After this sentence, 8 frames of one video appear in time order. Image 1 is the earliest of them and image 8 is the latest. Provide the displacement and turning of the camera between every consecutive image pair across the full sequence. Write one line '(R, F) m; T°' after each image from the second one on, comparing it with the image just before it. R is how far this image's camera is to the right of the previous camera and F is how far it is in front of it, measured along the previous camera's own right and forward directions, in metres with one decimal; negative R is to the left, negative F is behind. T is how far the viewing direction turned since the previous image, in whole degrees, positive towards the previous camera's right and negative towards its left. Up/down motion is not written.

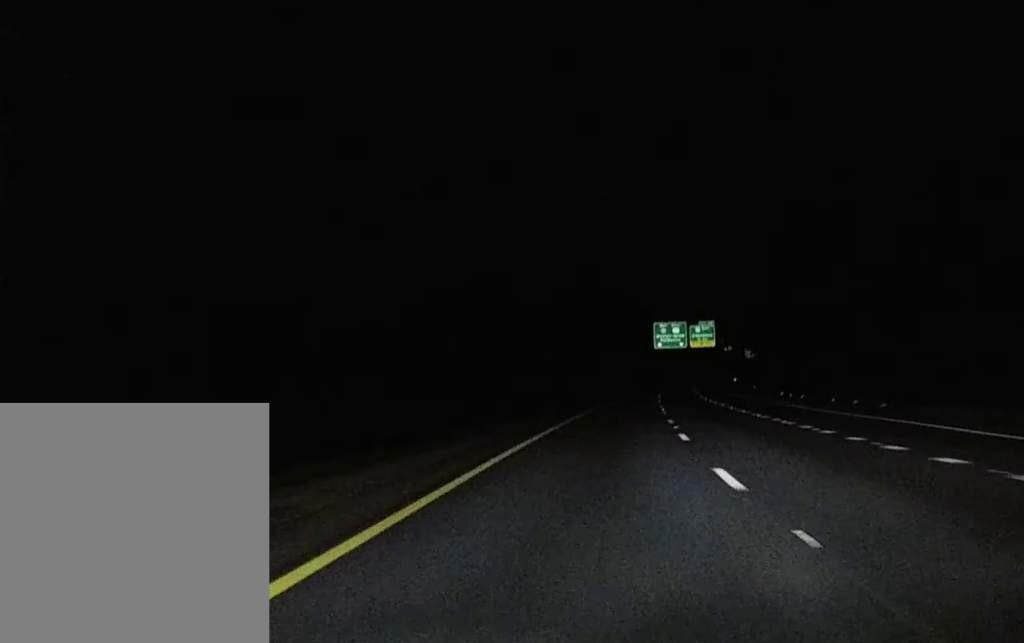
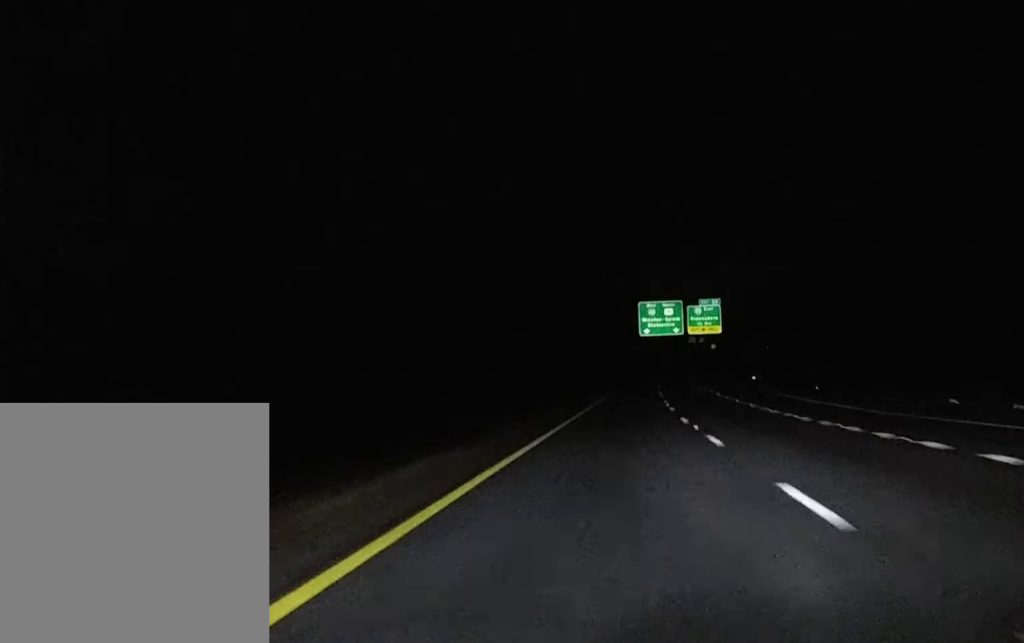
(+0.4, +49.2) m; +2°
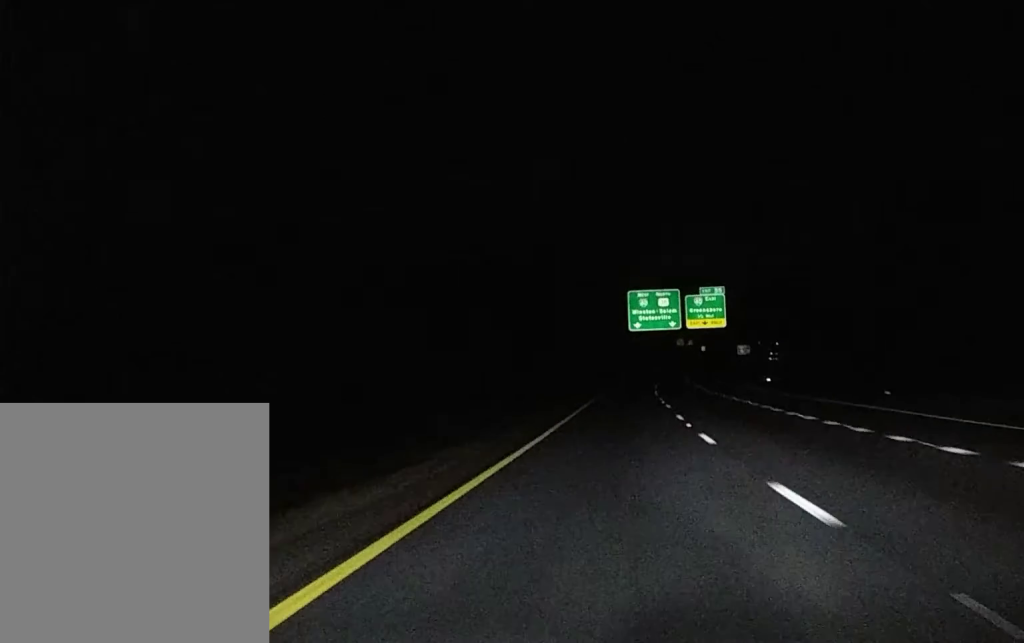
(+0.2, +21.9) m; +1°
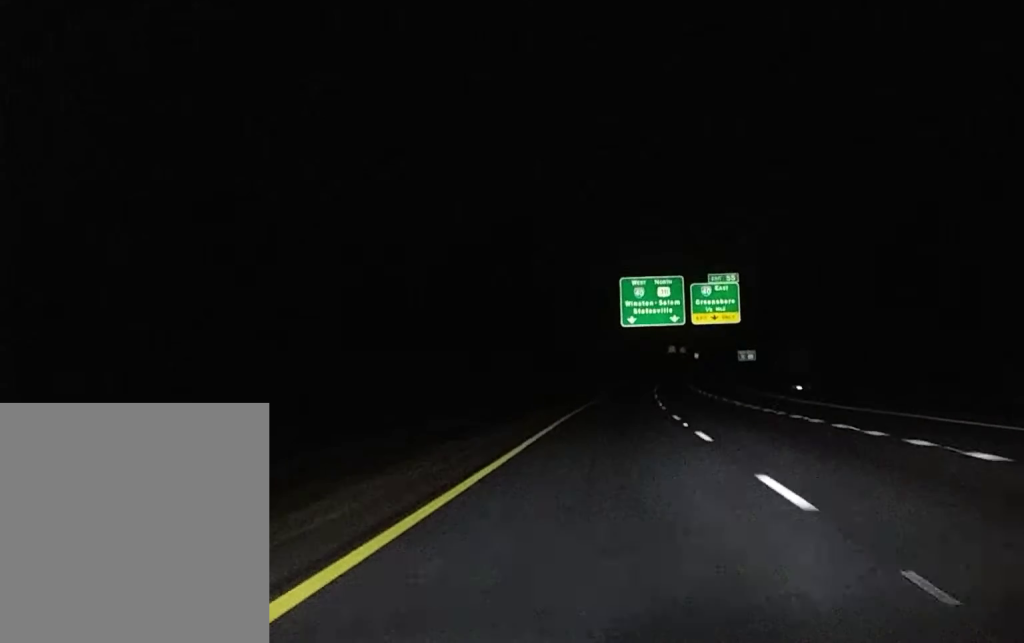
(+0.1, +19.9) m; +1°
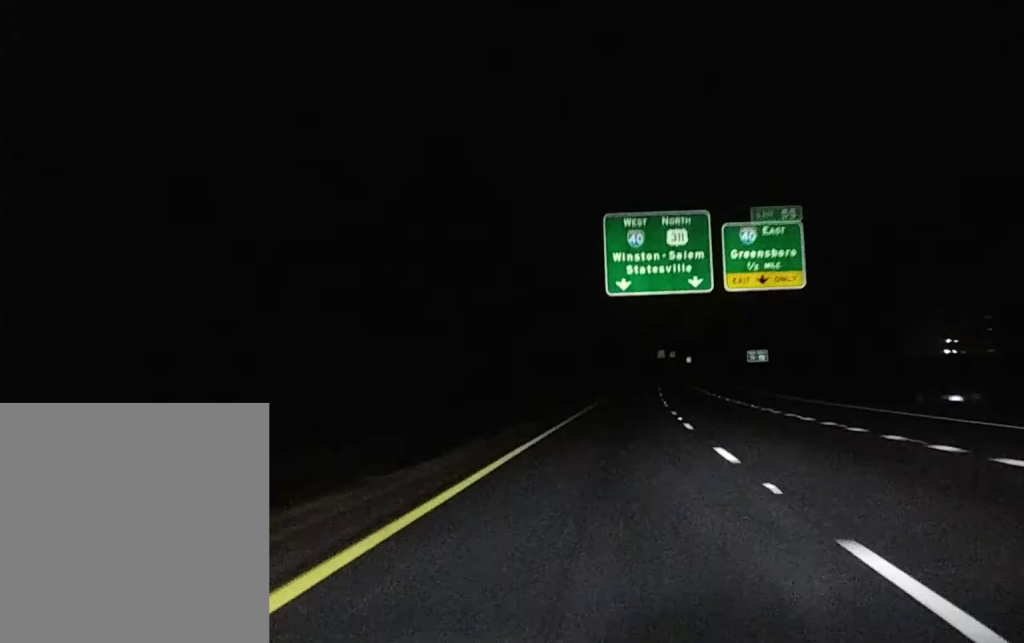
(+0.2, +45.5) m; +1°
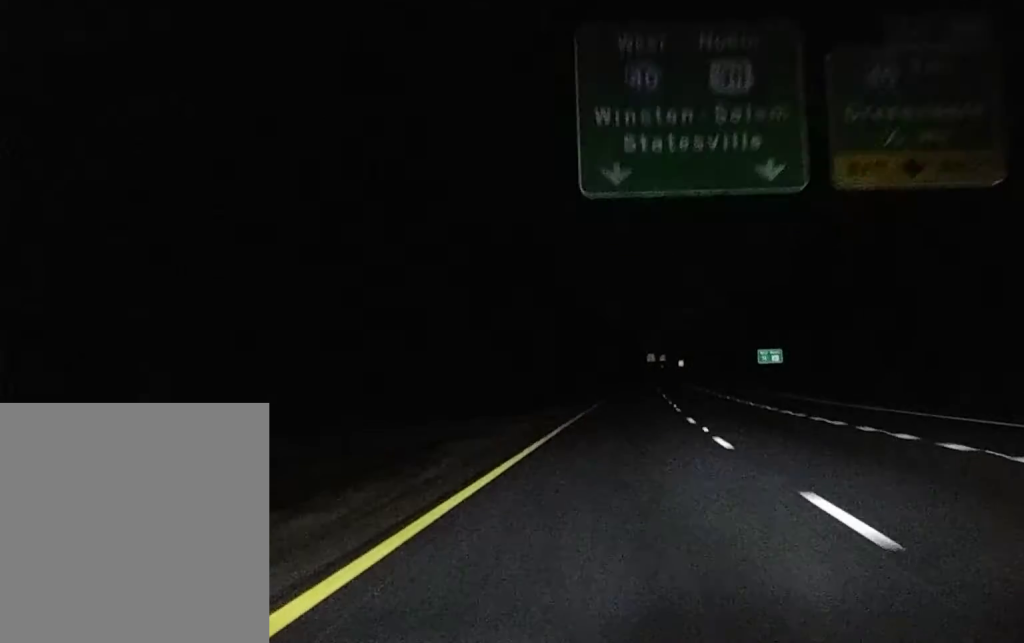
(+0.2, +36.0) m; +1°
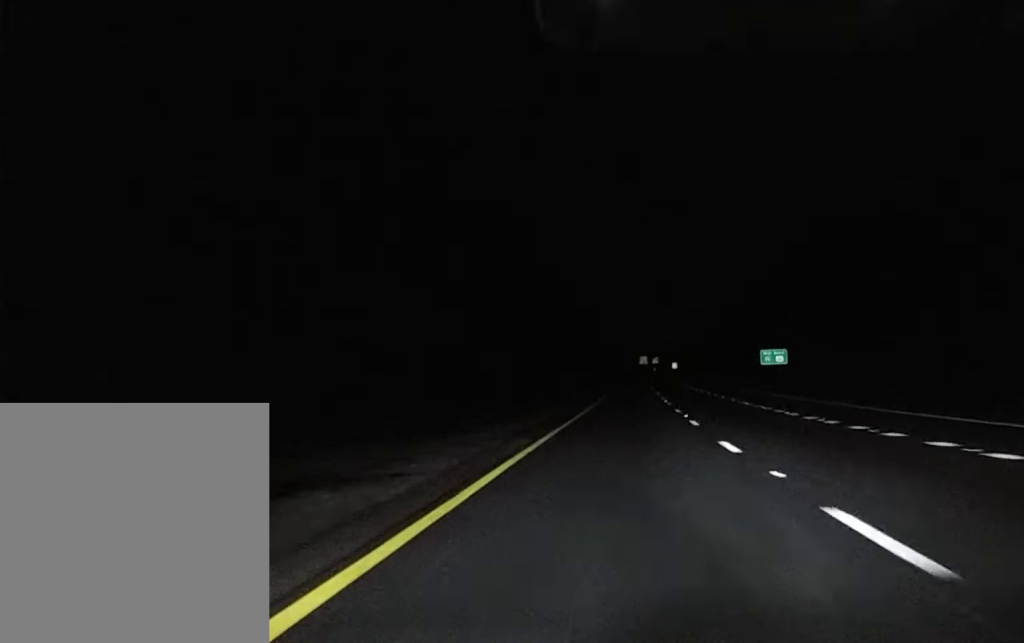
(0.0, +15.0) m; 0°
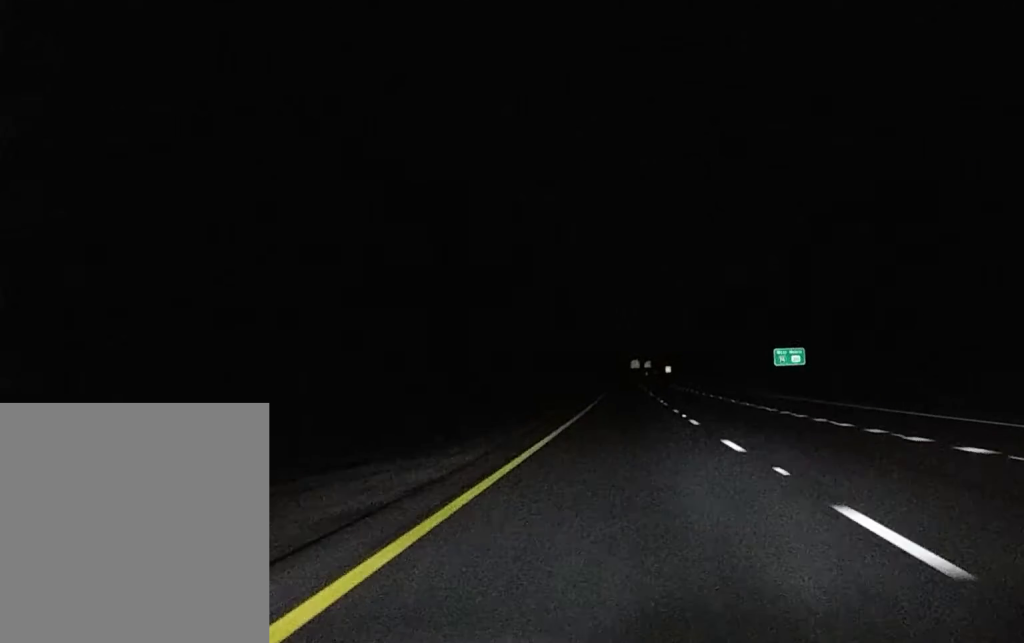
(0.0, +26.4) m; 0°
